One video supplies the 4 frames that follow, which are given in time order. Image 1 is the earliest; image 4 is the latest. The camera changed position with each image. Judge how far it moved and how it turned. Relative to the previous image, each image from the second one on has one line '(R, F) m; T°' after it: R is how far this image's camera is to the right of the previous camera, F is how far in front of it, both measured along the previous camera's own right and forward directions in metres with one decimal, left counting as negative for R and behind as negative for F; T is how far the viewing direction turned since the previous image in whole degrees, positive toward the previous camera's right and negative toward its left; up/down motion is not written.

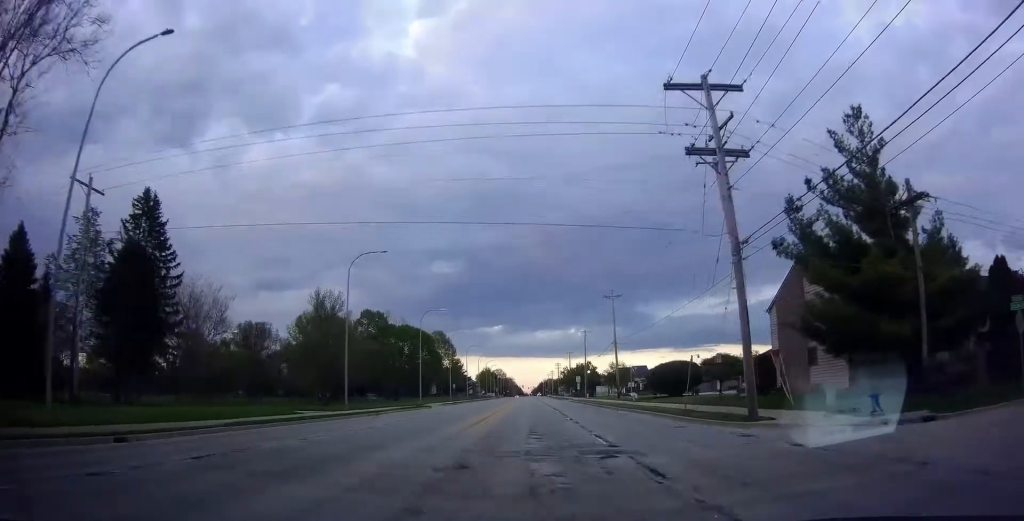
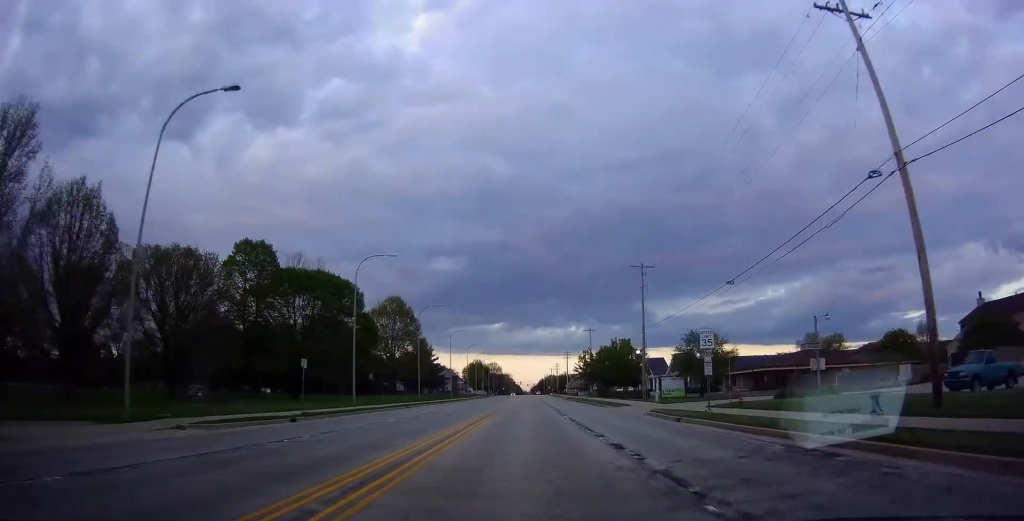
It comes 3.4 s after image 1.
(-0.4, +59.5) m; -1°
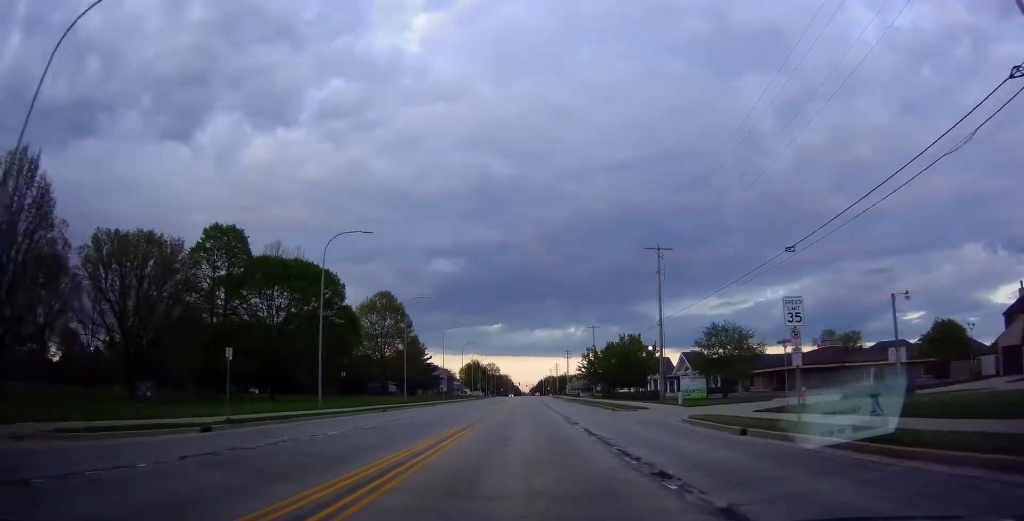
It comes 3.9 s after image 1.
(0.0, +8.1) m; 0°
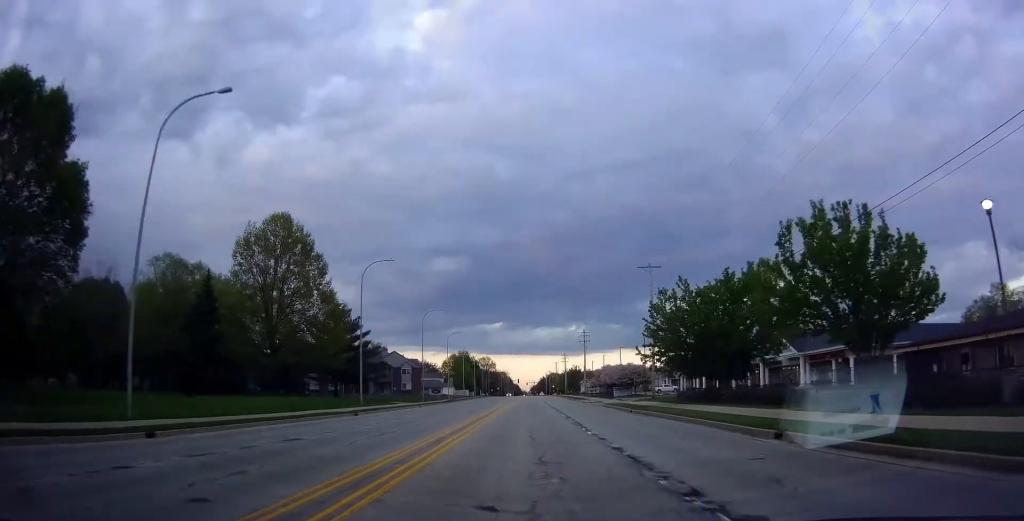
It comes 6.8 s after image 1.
(0.0, +49.9) m; 0°
